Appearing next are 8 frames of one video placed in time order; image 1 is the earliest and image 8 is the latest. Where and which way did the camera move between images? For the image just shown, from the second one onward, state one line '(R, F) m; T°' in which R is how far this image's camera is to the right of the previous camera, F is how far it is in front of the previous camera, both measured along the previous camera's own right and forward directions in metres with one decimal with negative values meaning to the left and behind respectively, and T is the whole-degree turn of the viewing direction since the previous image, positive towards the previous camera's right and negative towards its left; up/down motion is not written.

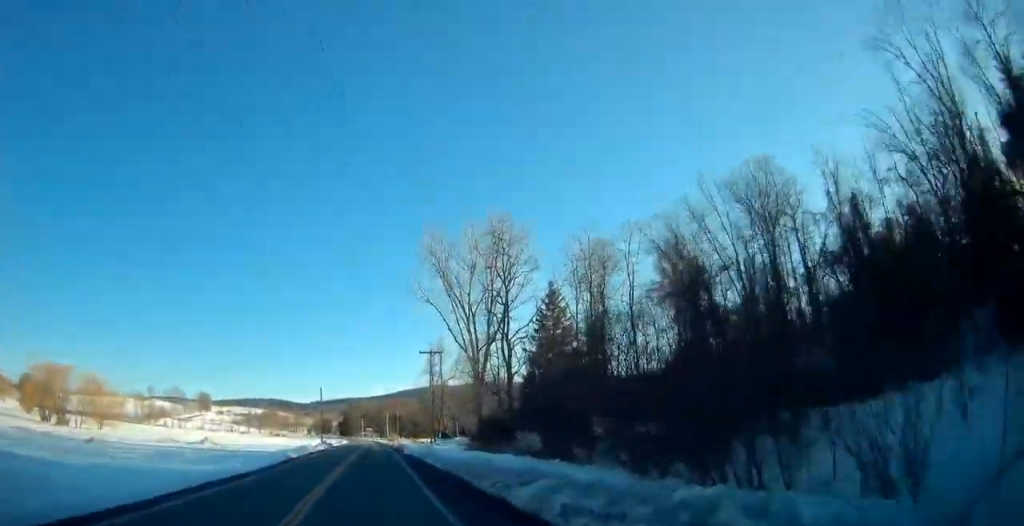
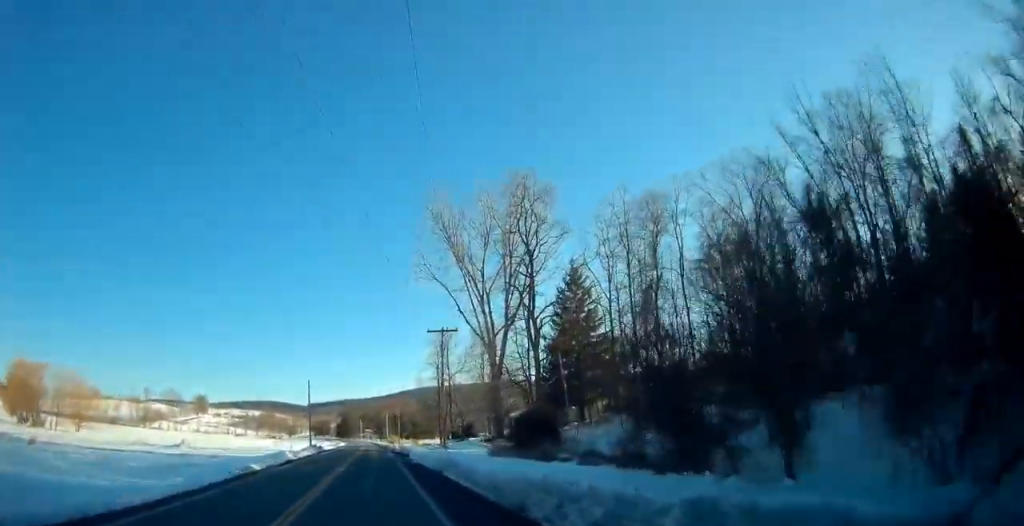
(+0.3, +12.7) m; 0°
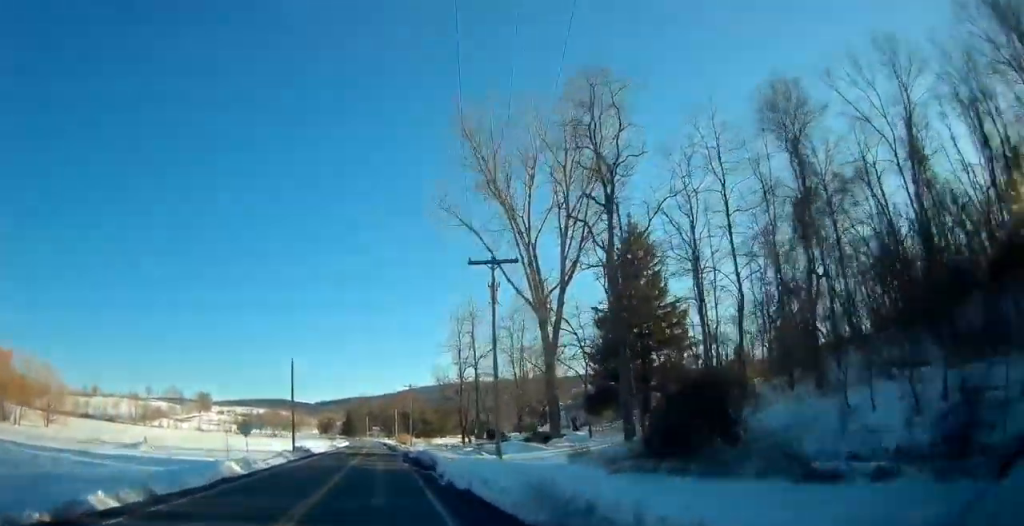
(0.0, +18.6) m; -4°
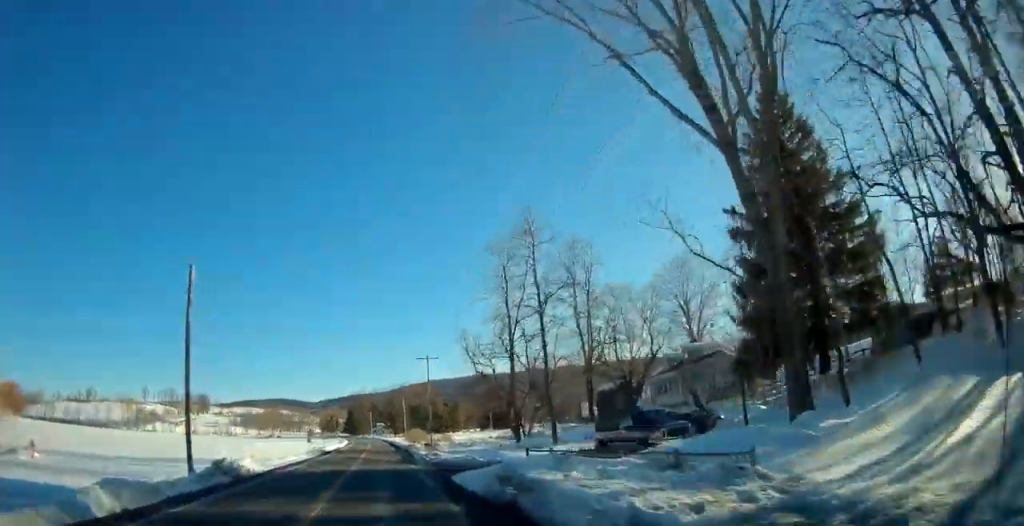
(-1.5, +29.3) m; +1°
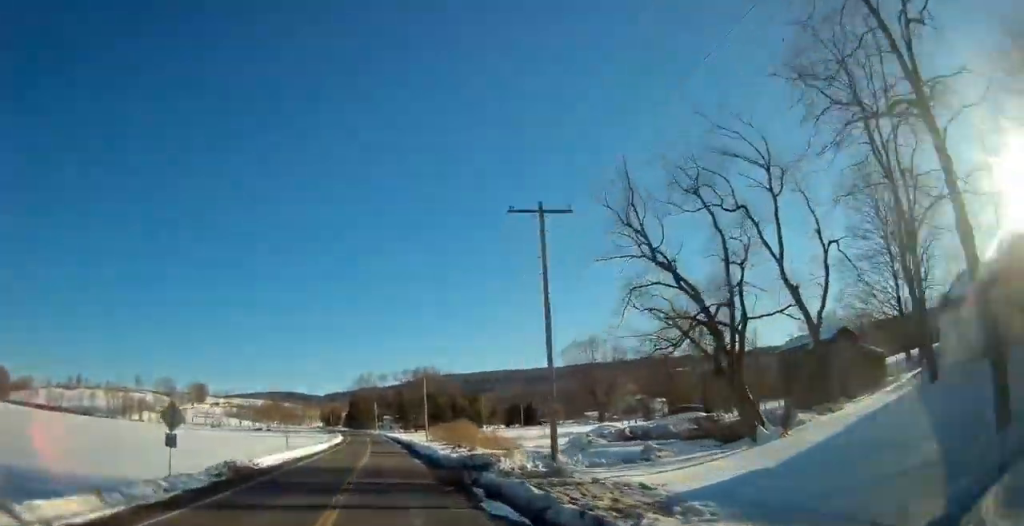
(+2.2, +41.6) m; +1°
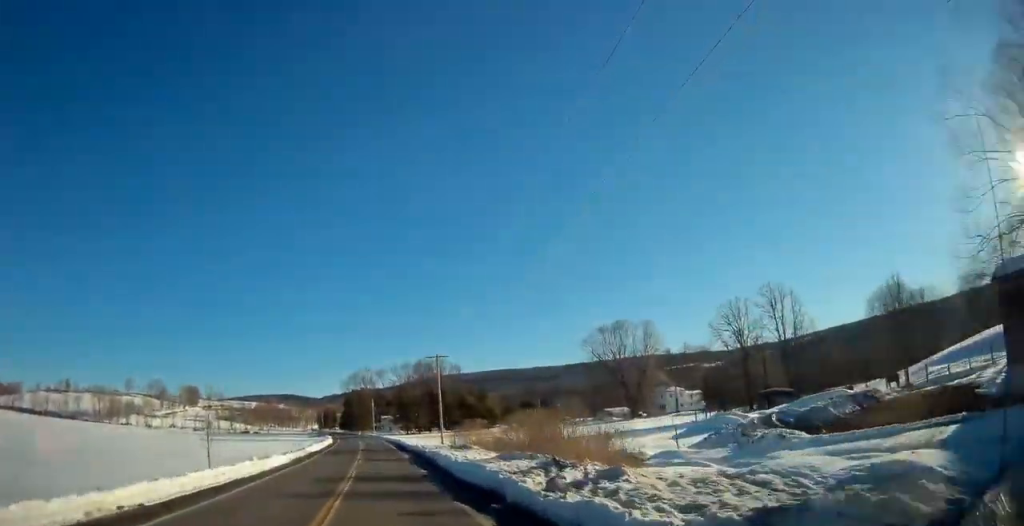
(-0.2, +23.8) m; -1°
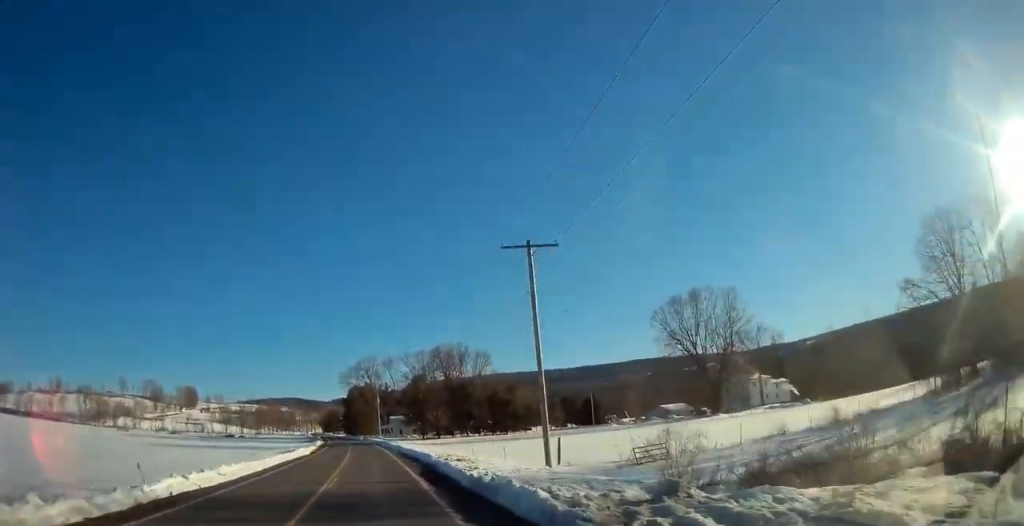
(-0.3, +37.3) m; 0°
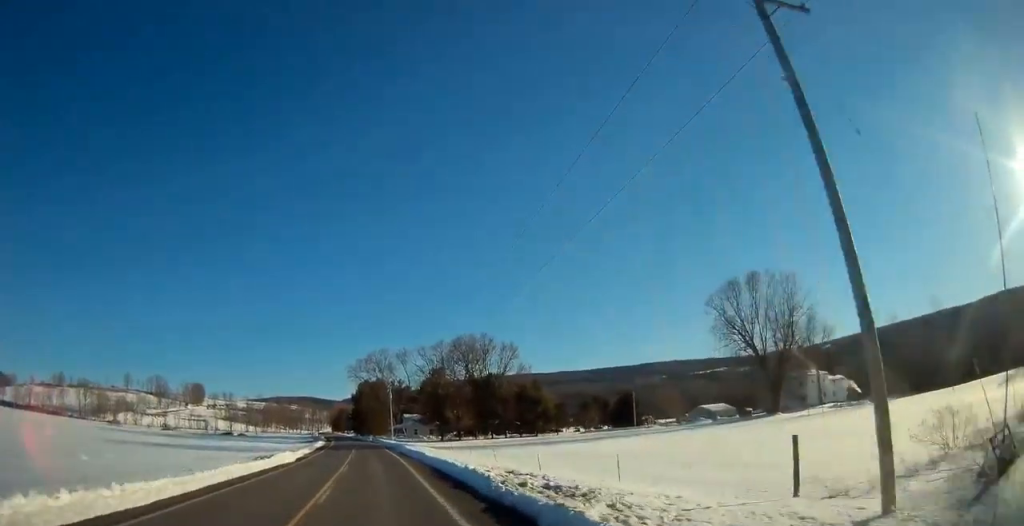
(+0.3, +16.6) m; 0°
